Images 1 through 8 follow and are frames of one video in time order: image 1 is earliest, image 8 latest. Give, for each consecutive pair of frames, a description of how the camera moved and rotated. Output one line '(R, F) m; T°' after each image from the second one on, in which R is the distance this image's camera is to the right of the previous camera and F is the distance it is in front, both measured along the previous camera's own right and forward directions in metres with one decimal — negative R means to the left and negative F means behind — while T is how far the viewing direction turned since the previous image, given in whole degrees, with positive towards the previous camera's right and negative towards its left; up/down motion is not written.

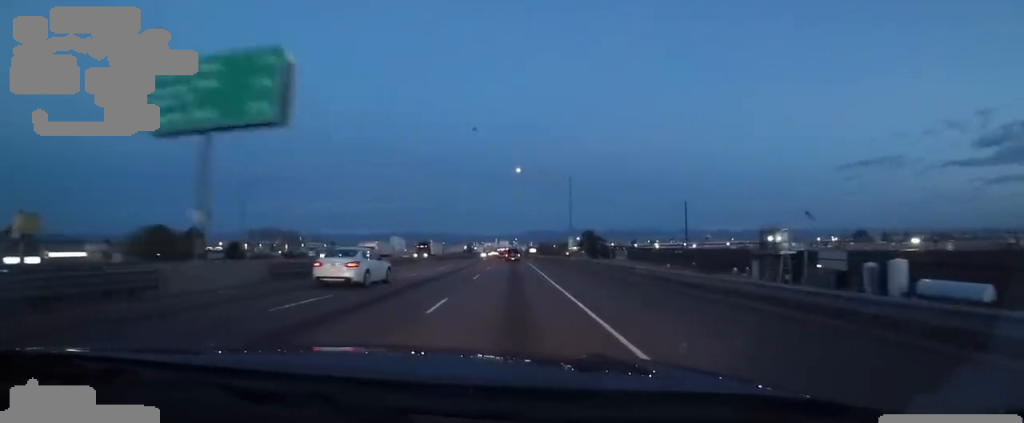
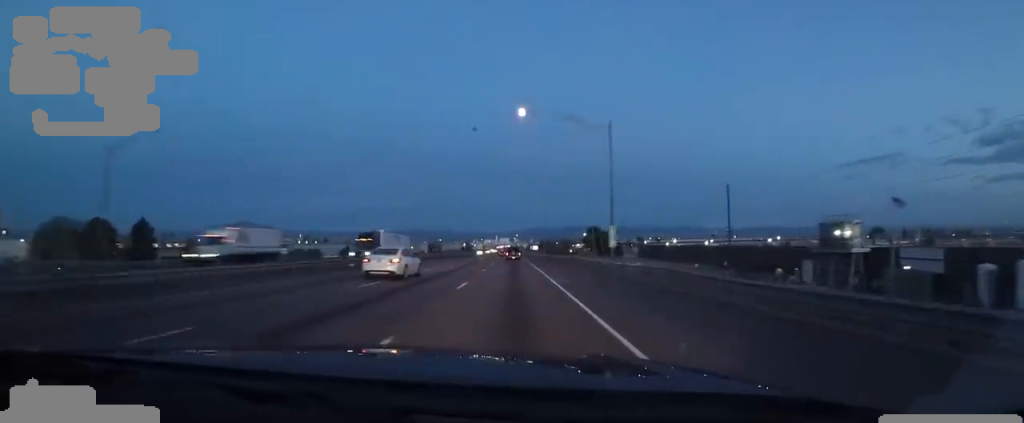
(0.0, +18.5) m; 0°
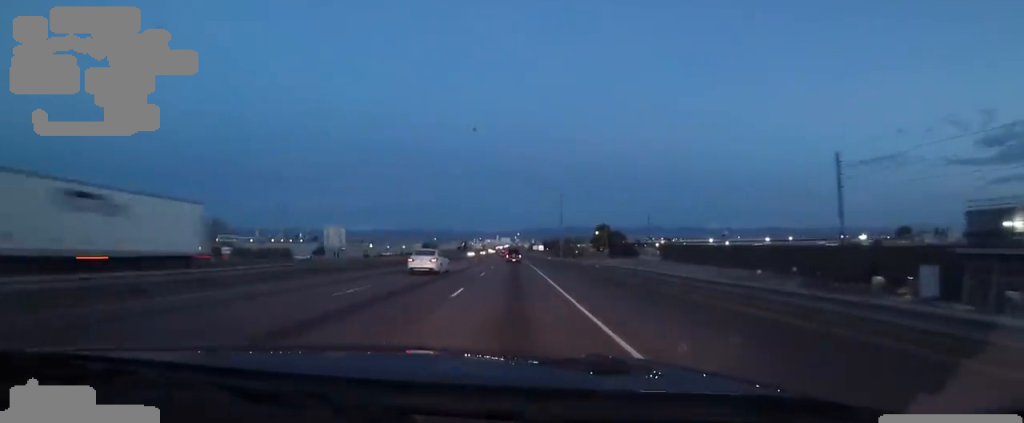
(0.0, +26.9) m; 0°
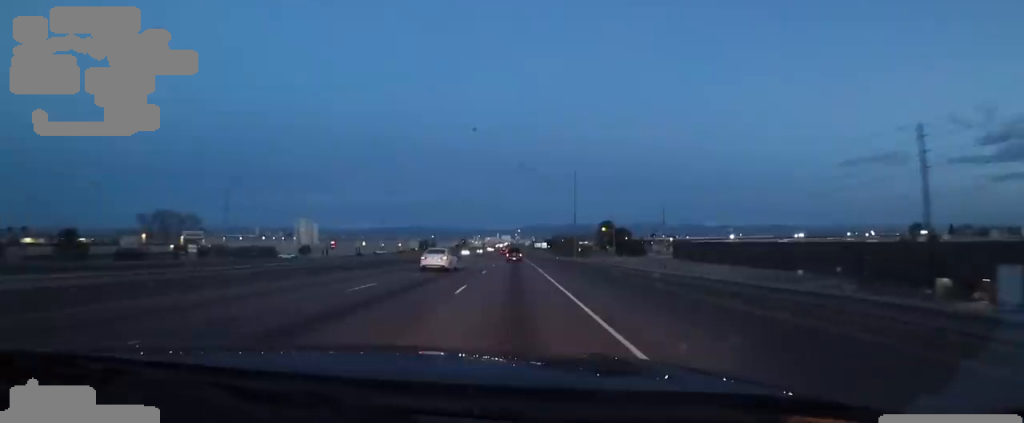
(0.0, +11.8) m; 0°
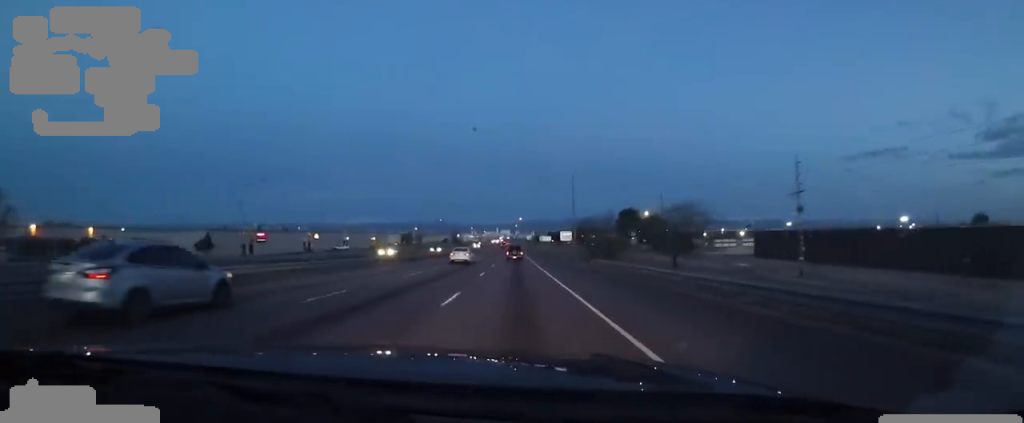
(-2.9, +52.6) m; -3°
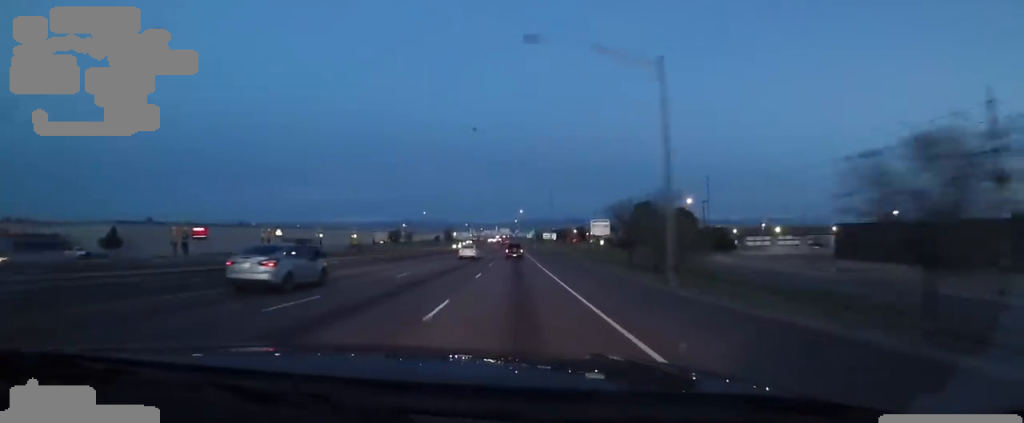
(+1.5, +26.6) m; +3°
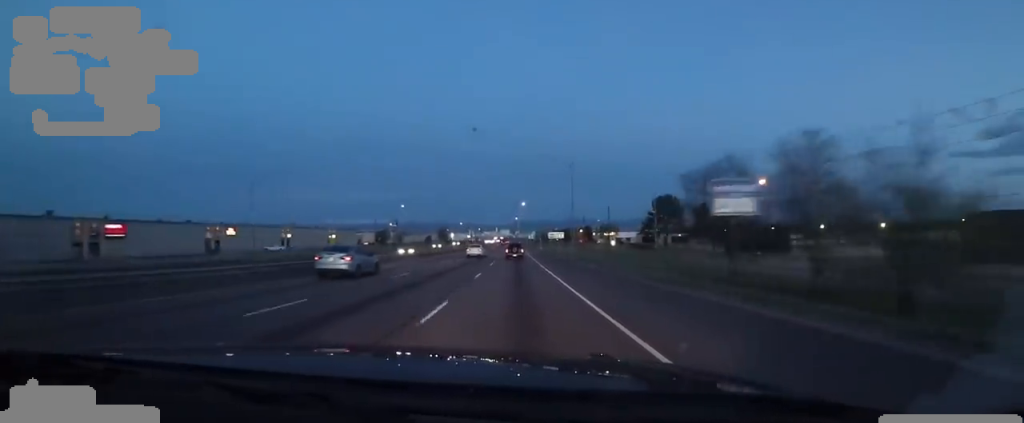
(0.0, +23.8) m; 0°
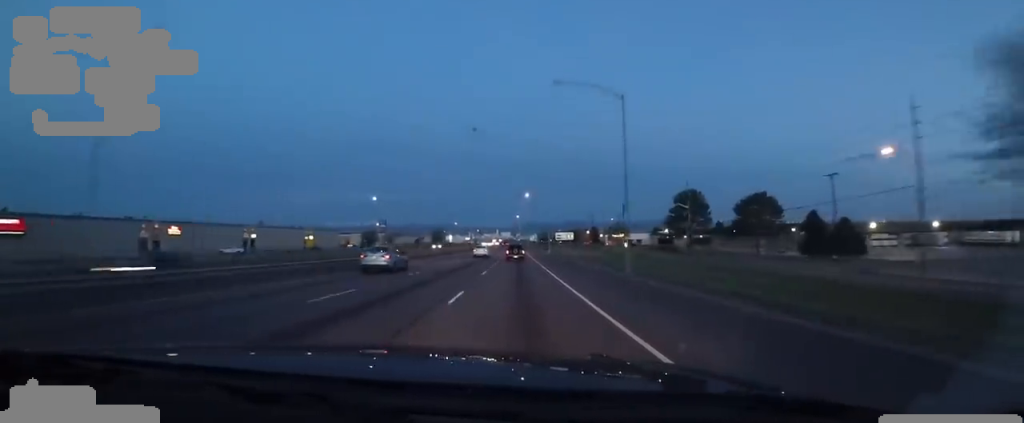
(0.0, +20.2) m; 0°
